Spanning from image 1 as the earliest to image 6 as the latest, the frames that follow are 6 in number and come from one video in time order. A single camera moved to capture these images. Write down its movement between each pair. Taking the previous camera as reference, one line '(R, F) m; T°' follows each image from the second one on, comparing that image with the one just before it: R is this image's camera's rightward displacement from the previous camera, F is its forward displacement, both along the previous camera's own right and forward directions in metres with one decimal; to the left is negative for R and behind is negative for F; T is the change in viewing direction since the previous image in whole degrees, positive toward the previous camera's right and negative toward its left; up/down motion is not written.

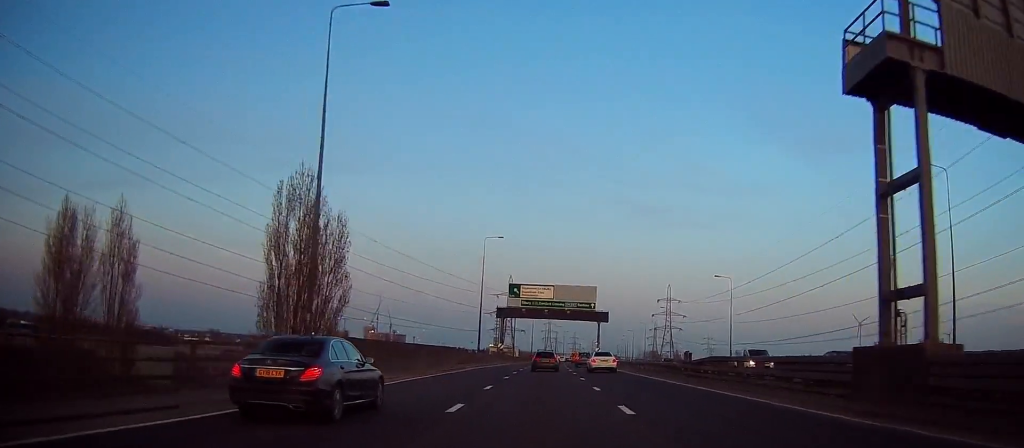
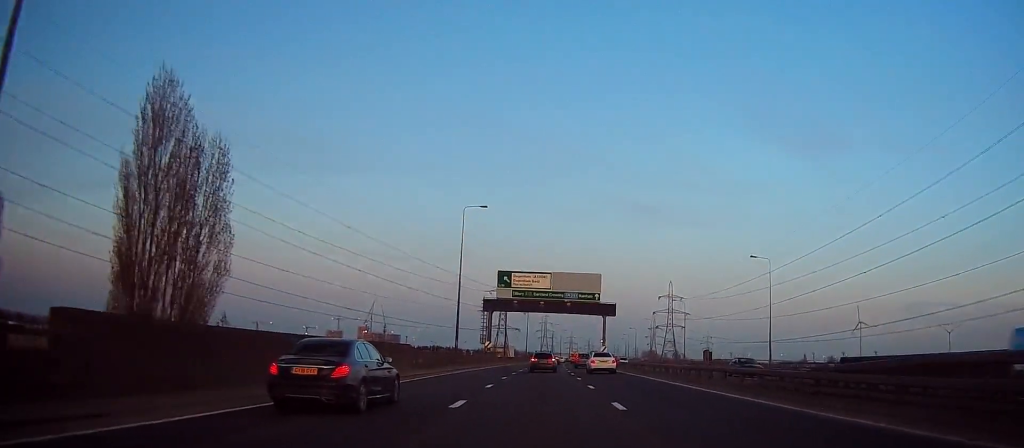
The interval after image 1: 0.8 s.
(+0.1, +17.1) m; 0°
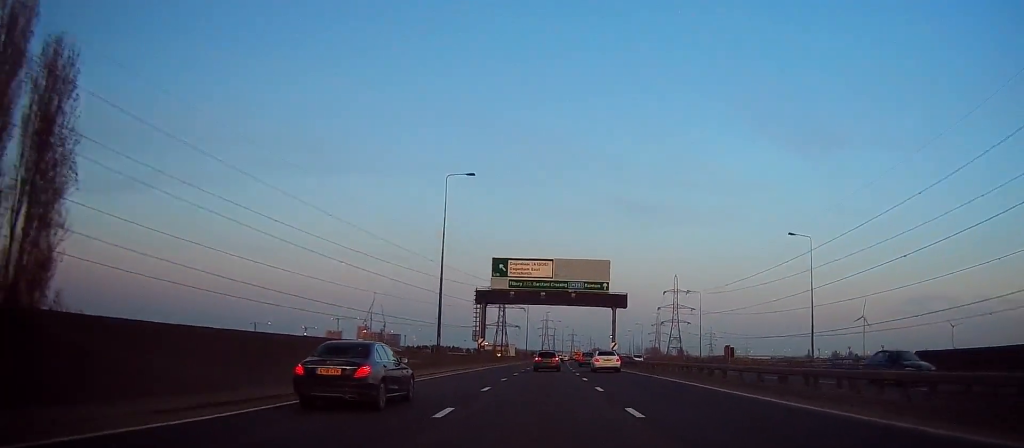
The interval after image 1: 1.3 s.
(+0.3, +11.5) m; 0°
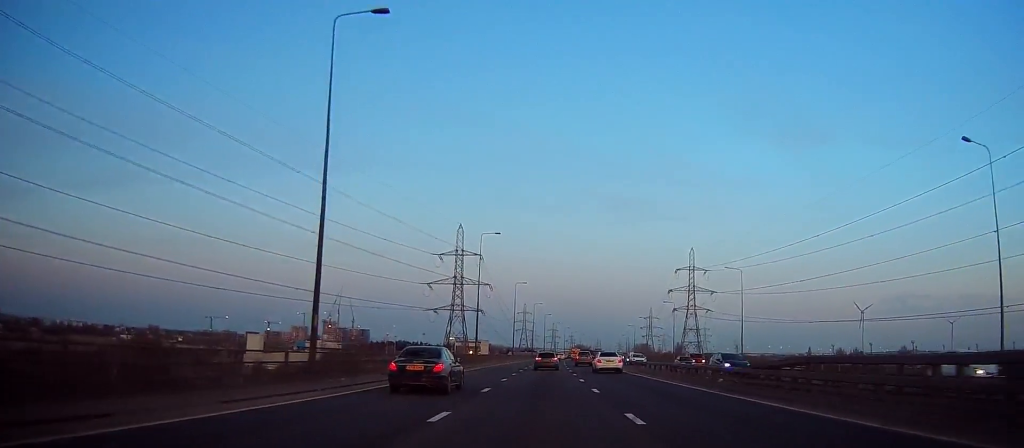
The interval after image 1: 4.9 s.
(+0.7, +80.1) m; +1°
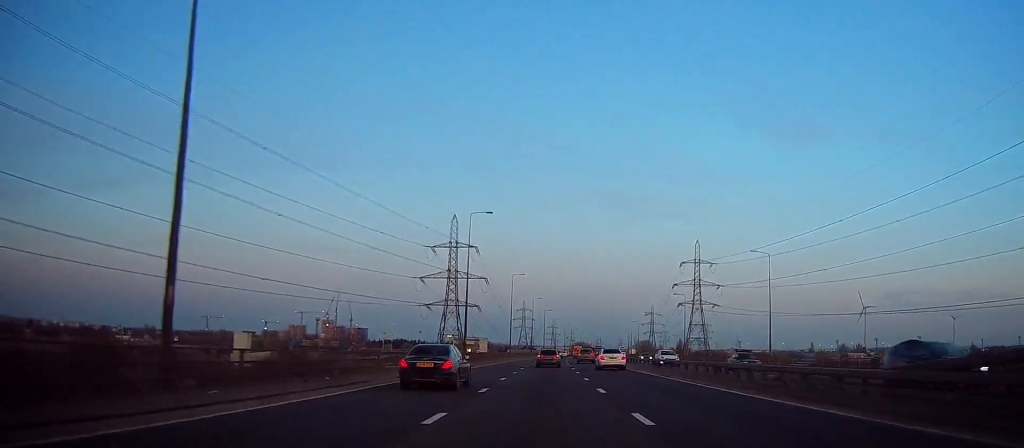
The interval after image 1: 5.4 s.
(-0.1, +10.6) m; 0°
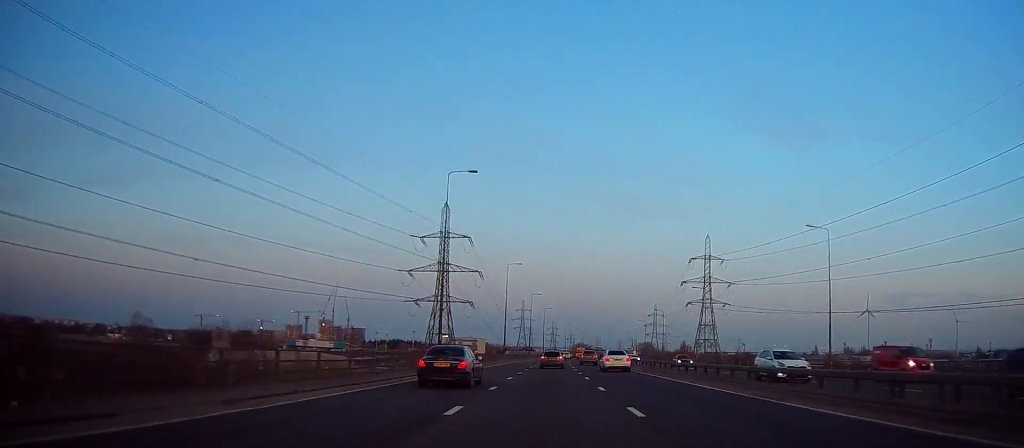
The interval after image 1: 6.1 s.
(0.0, +15.9) m; +1°
